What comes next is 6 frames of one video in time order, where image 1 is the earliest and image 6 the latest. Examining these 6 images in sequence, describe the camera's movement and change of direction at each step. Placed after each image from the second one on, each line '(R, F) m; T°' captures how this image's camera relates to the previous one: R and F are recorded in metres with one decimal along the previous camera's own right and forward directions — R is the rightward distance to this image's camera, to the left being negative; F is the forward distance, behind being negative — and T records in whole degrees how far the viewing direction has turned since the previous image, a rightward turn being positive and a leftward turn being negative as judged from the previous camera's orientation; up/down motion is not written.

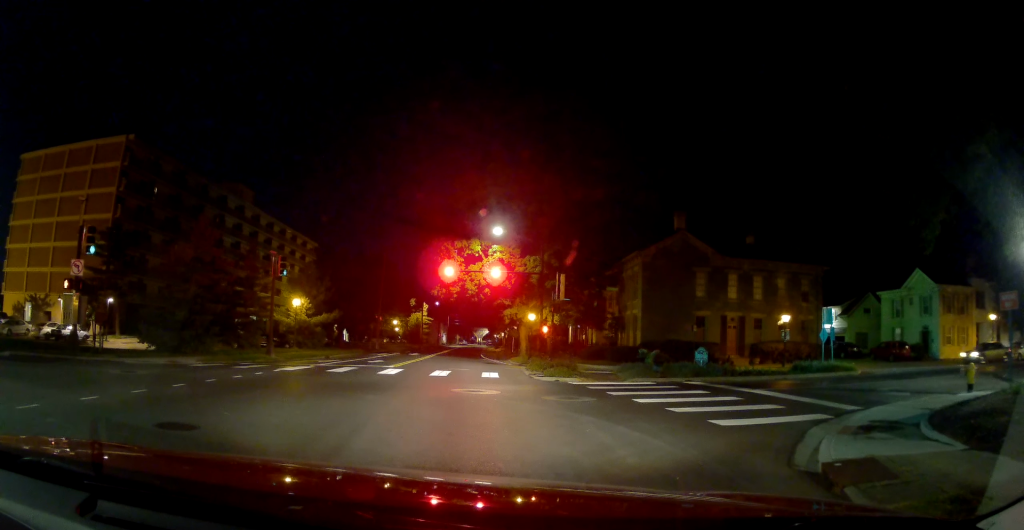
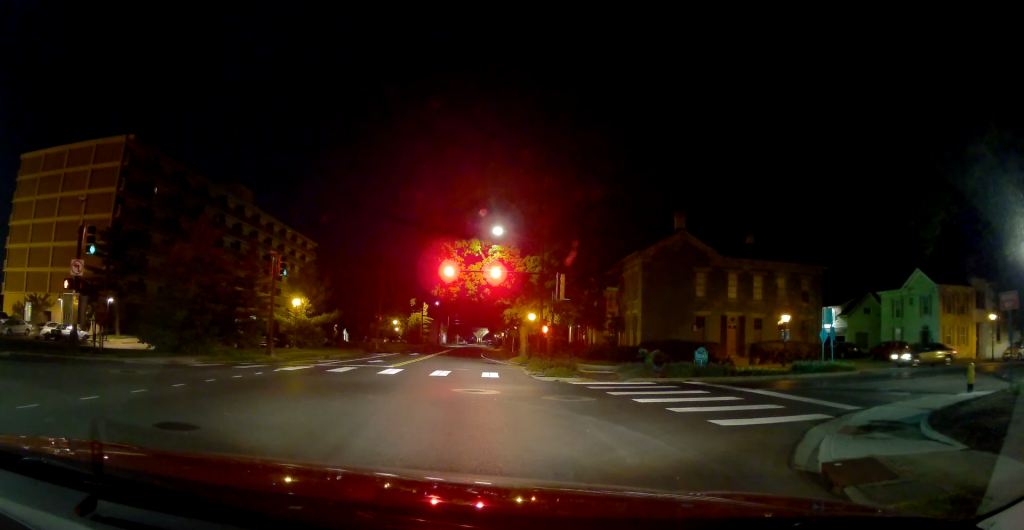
(0.0, 0.0) m; 0°
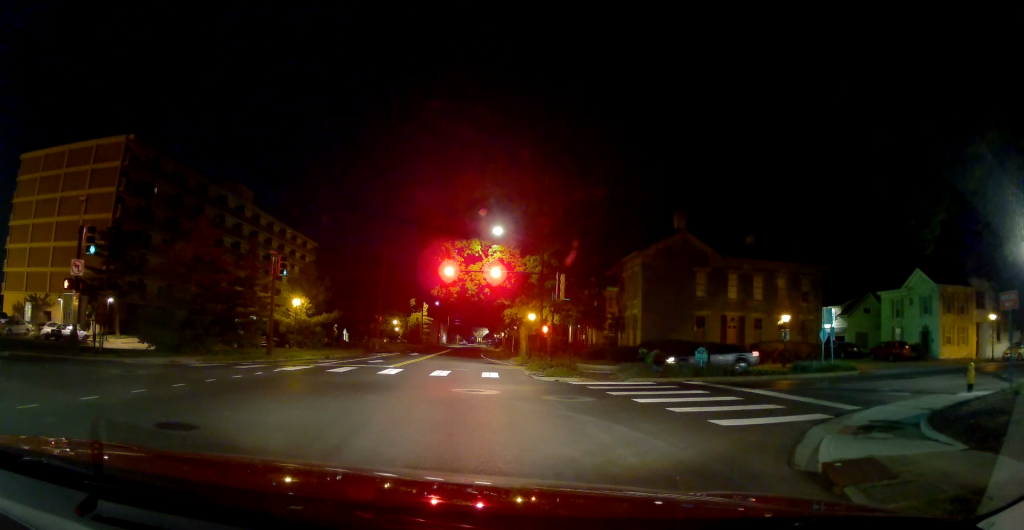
(0.0, 0.0) m; 0°
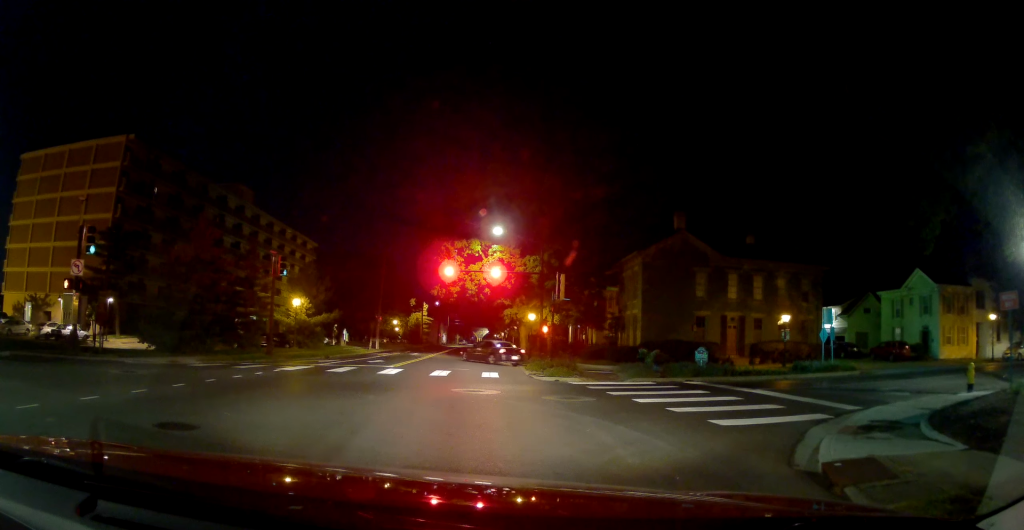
(+0.2, +0.3) m; 0°
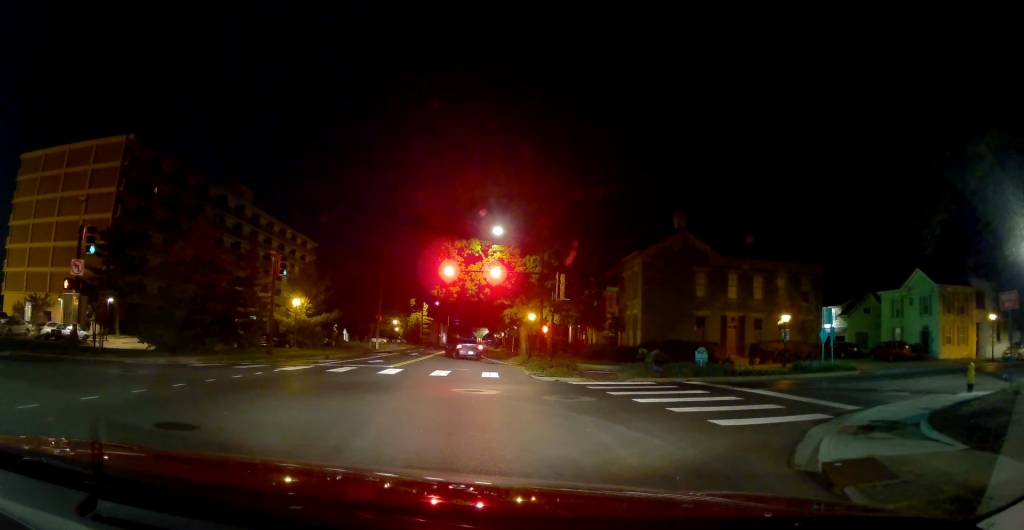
(0.0, 0.0) m; 0°
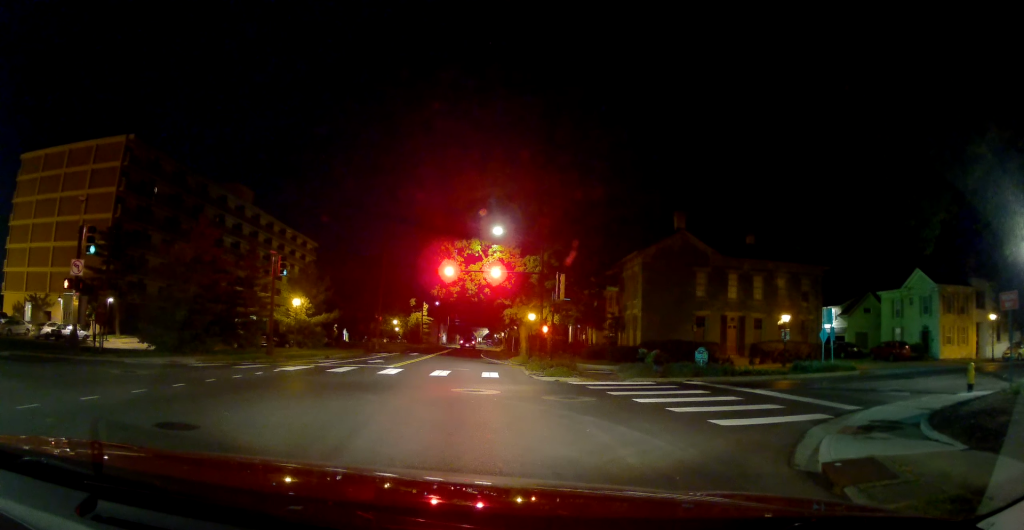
(0.0, 0.0) m; 0°
